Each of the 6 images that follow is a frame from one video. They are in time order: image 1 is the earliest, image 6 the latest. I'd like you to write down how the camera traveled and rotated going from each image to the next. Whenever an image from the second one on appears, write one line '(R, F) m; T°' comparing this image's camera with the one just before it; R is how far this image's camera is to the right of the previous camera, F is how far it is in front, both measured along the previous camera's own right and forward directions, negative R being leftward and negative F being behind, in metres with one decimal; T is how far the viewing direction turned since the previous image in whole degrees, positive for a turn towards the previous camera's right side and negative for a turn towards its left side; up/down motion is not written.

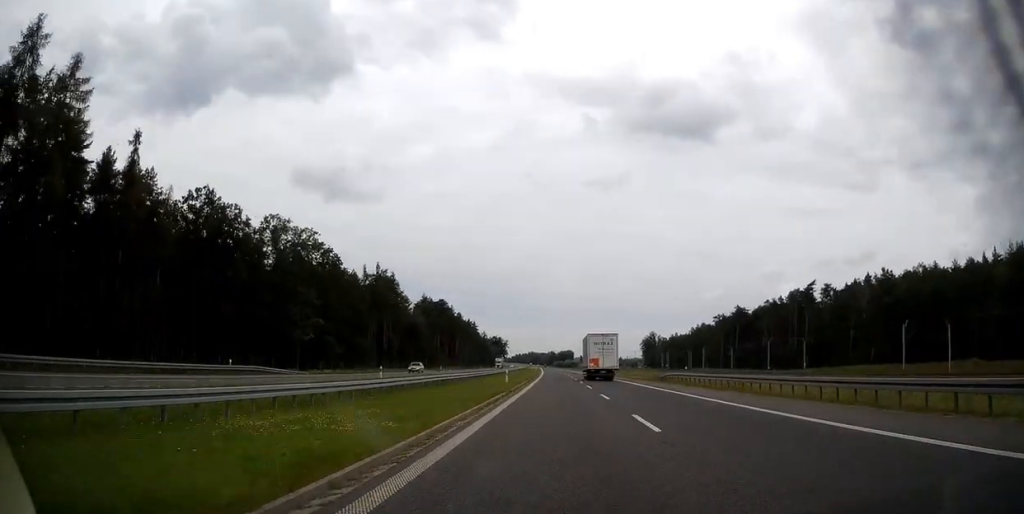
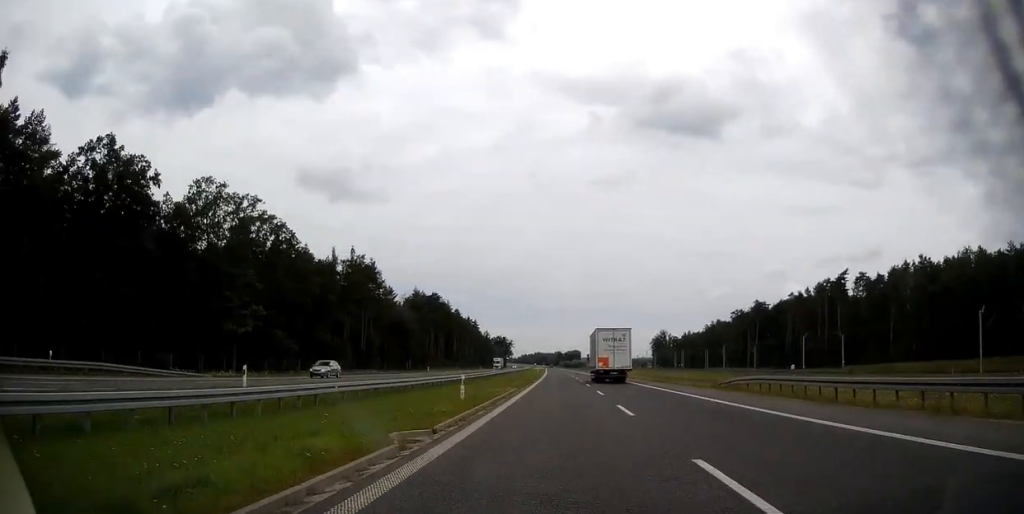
(-0.1, +19.8) m; -1°
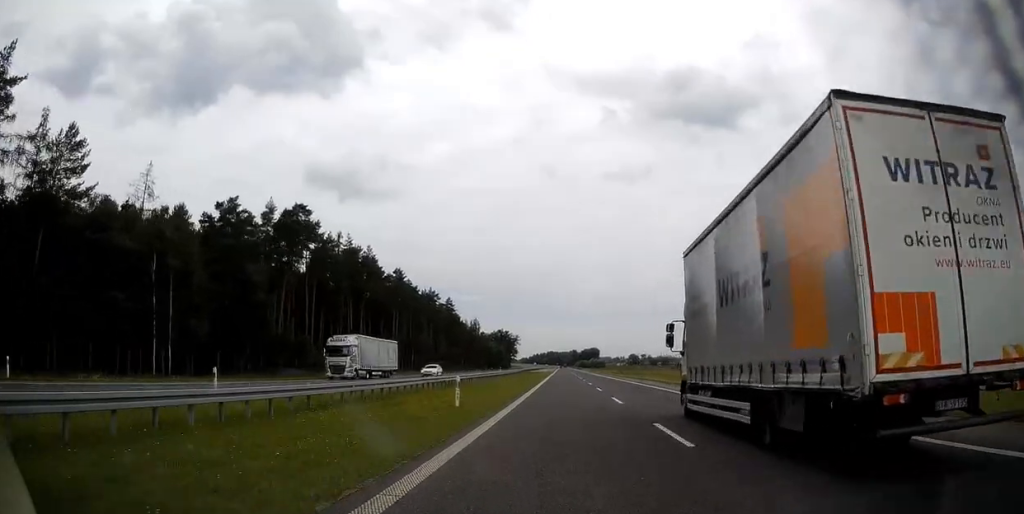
(-1.7, +102.6) m; -2°
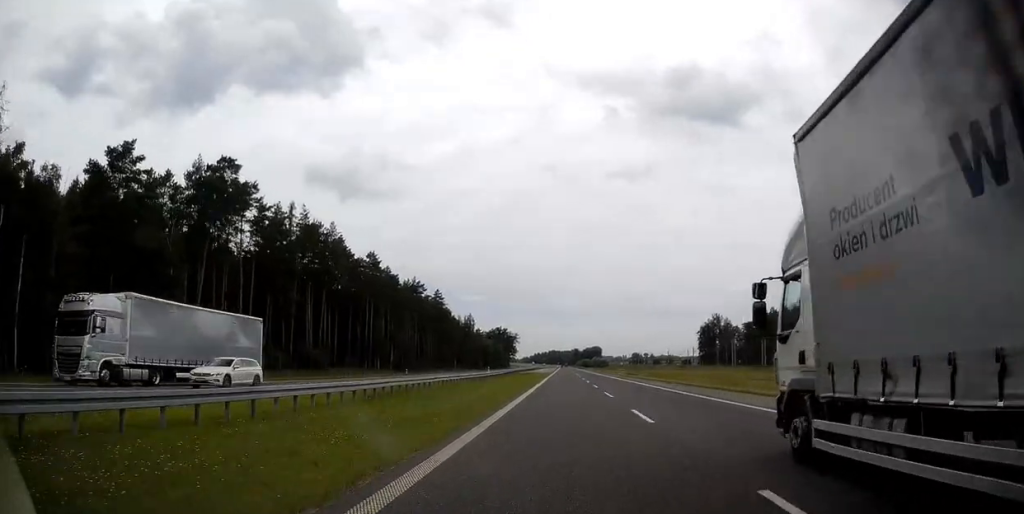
(+0.1, +19.8) m; 0°
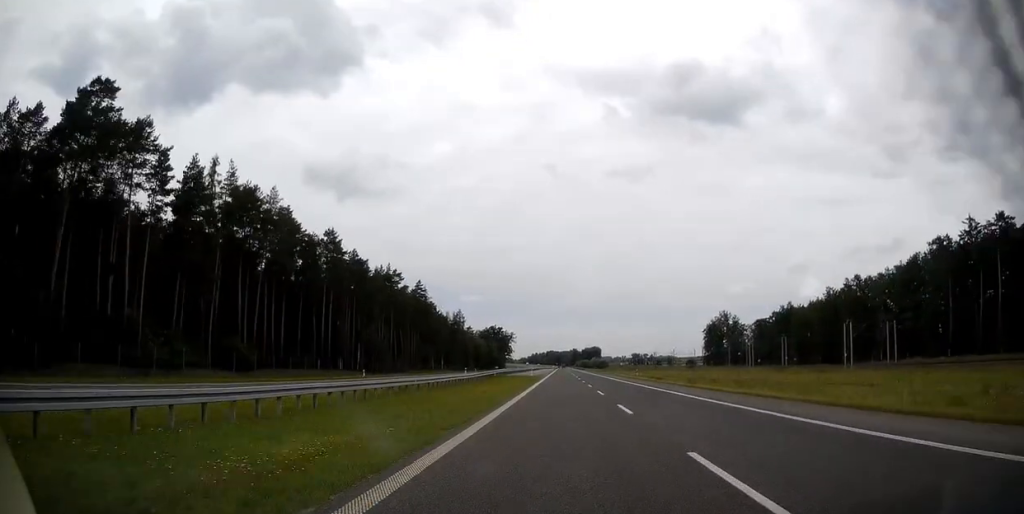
(0.0, +20.9) m; 0°
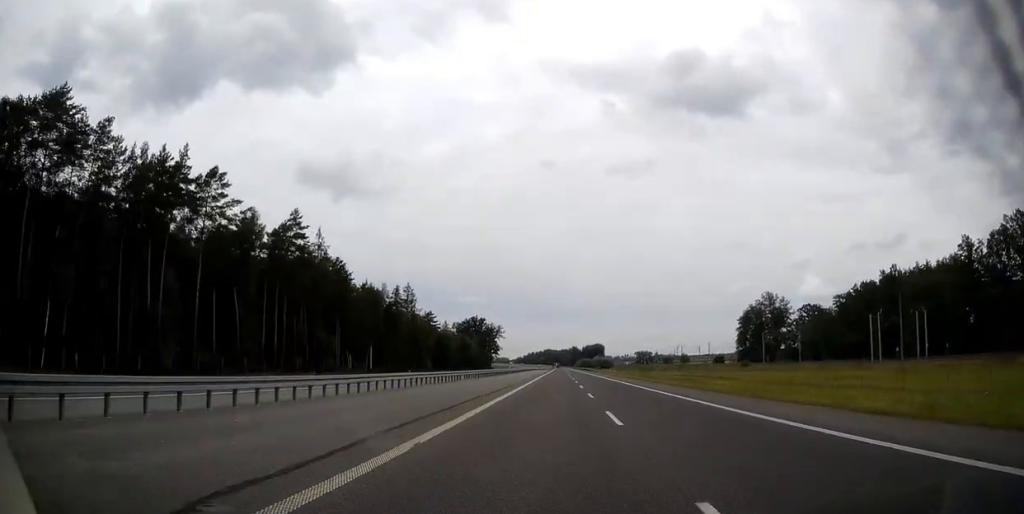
(0.0, +75.5) m; 0°
